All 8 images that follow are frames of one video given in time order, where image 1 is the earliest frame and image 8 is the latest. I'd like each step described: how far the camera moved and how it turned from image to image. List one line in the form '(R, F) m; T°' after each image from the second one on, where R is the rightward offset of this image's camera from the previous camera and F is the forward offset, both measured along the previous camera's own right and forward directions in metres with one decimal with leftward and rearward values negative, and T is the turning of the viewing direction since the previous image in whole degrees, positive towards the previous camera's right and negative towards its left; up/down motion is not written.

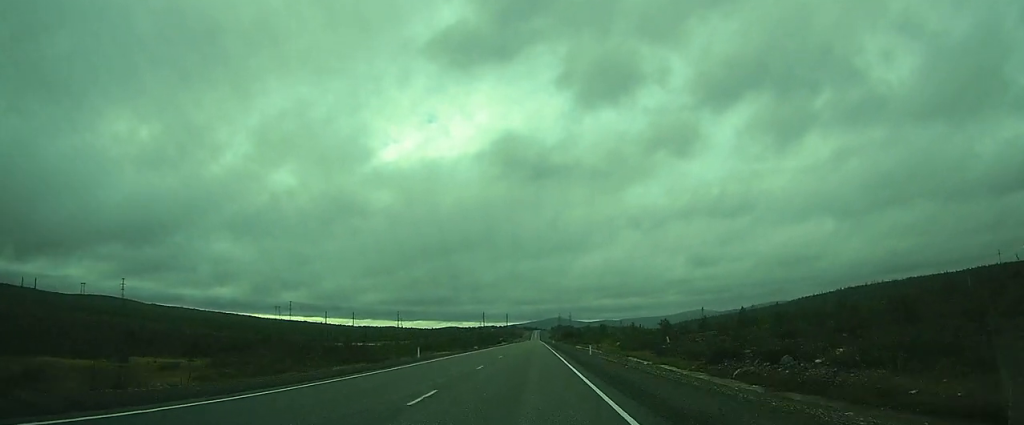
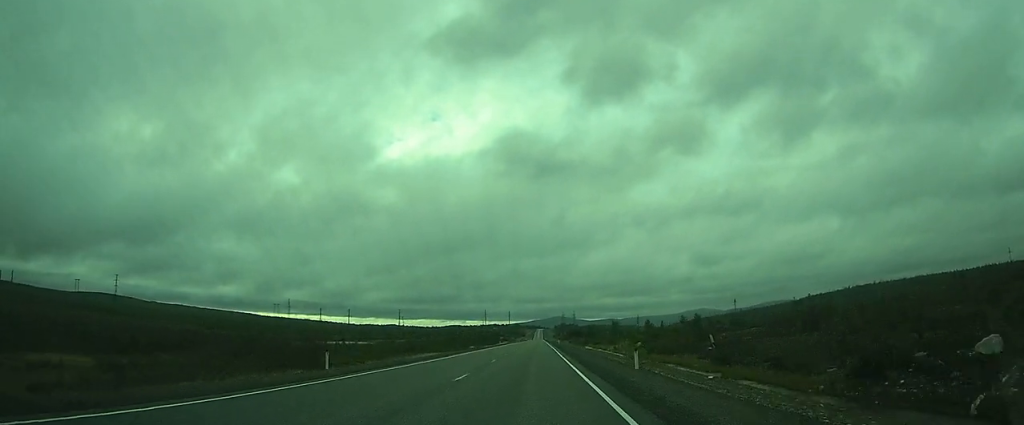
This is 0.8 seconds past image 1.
(0.0, +18.9) m; 0°
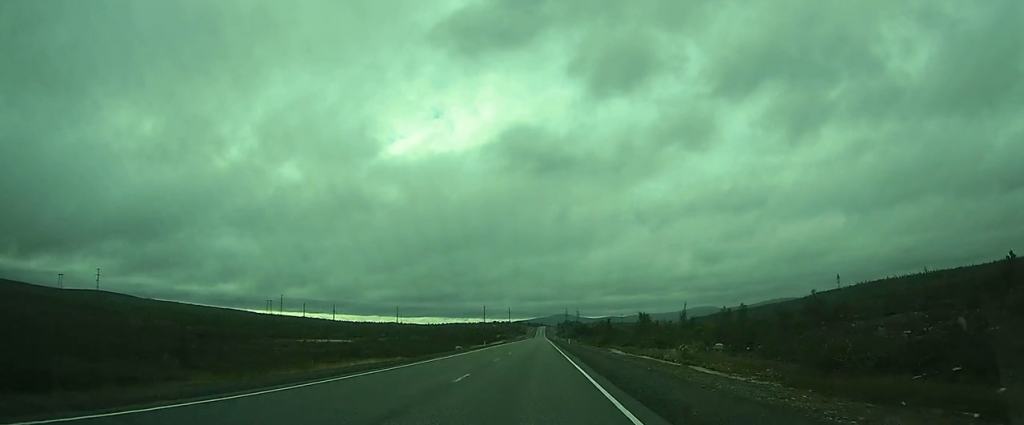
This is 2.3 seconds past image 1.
(-0.1, +37.1) m; 0°
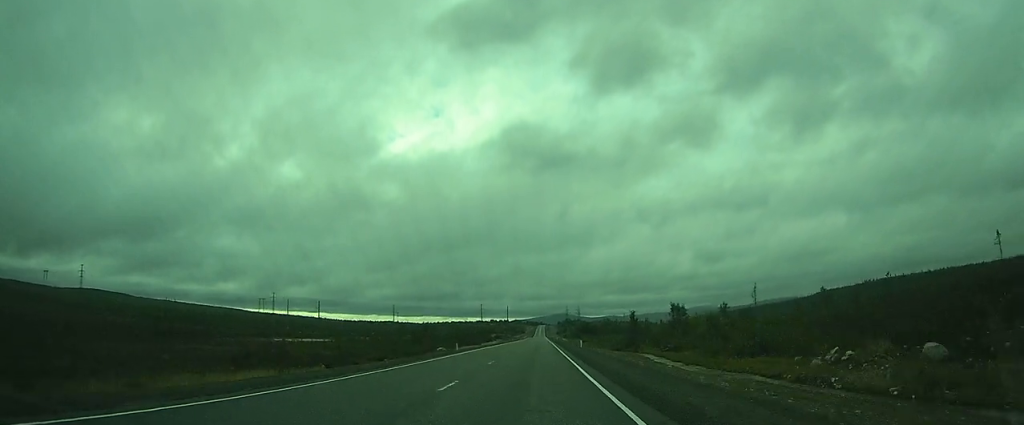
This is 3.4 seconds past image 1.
(0.0, +27.4) m; 0°
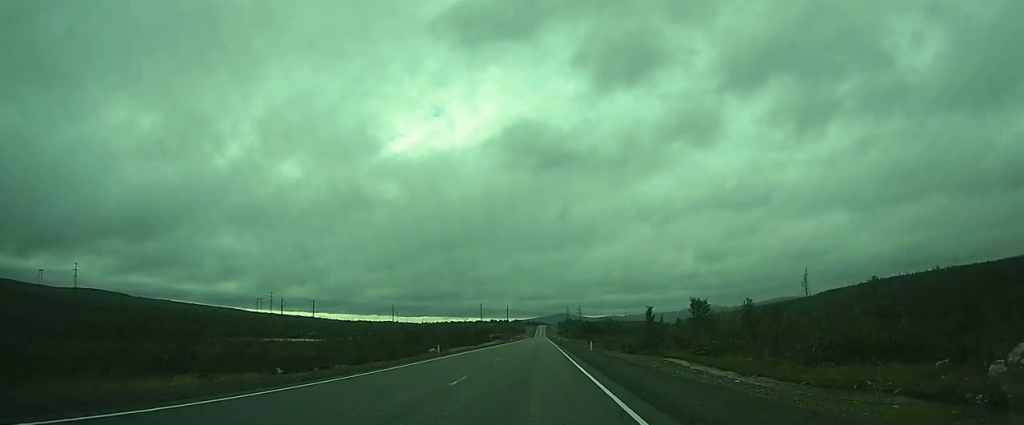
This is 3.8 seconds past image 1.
(0.0, +10.8) m; 0°
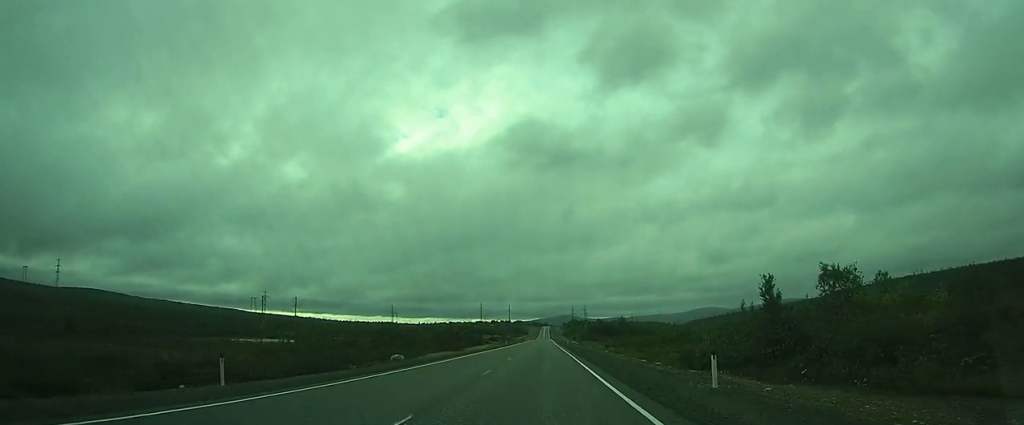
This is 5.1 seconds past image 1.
(-0.1, +33.3) m; 0°
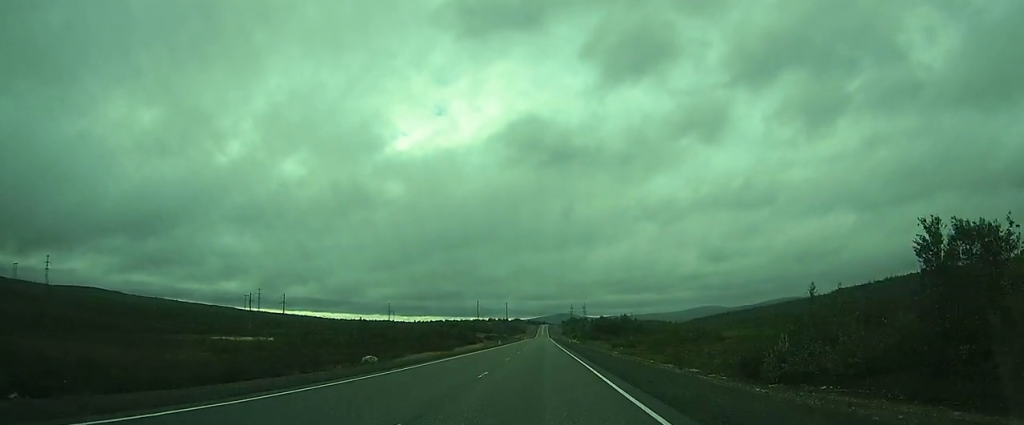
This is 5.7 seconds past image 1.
(0.0, +14.1) m; 0°
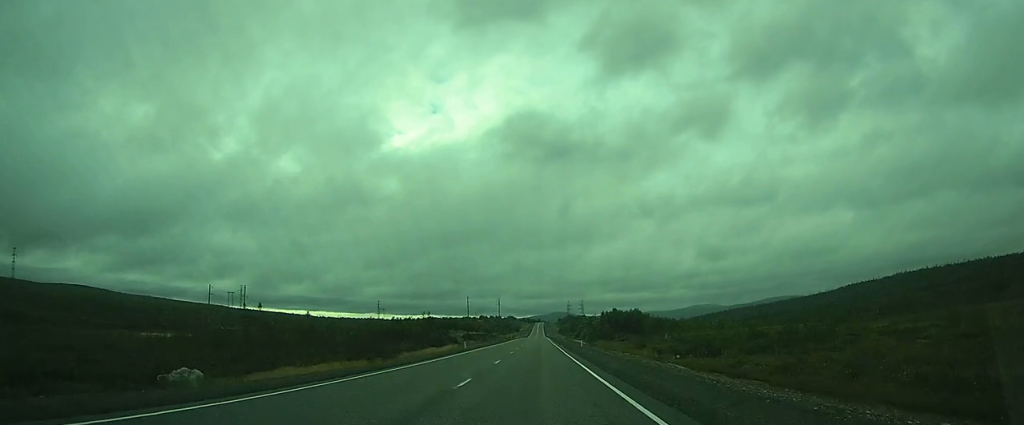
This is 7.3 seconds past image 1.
(+0.1, +40.5) m; 0°
